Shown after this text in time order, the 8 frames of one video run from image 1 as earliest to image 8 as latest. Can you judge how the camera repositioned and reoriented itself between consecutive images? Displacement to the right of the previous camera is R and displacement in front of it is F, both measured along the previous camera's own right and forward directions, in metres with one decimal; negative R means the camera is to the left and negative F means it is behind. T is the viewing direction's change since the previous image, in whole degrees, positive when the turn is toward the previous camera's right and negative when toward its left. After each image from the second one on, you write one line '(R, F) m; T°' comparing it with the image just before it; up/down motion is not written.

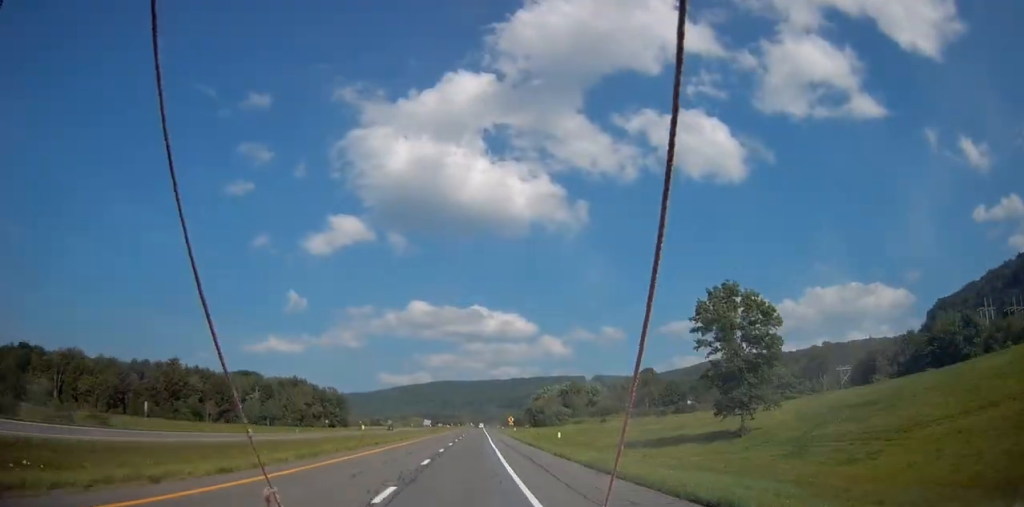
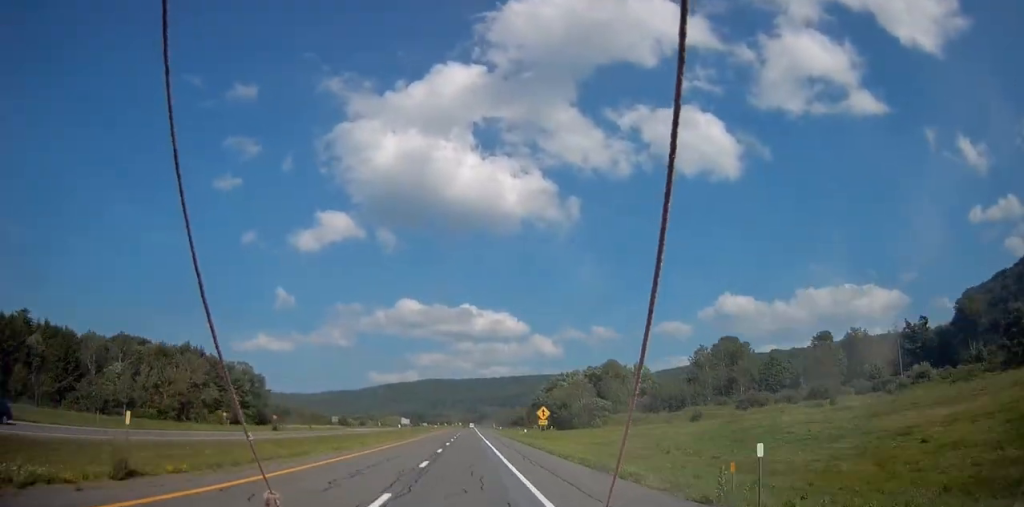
(+1.1, +86.3) m; +1°
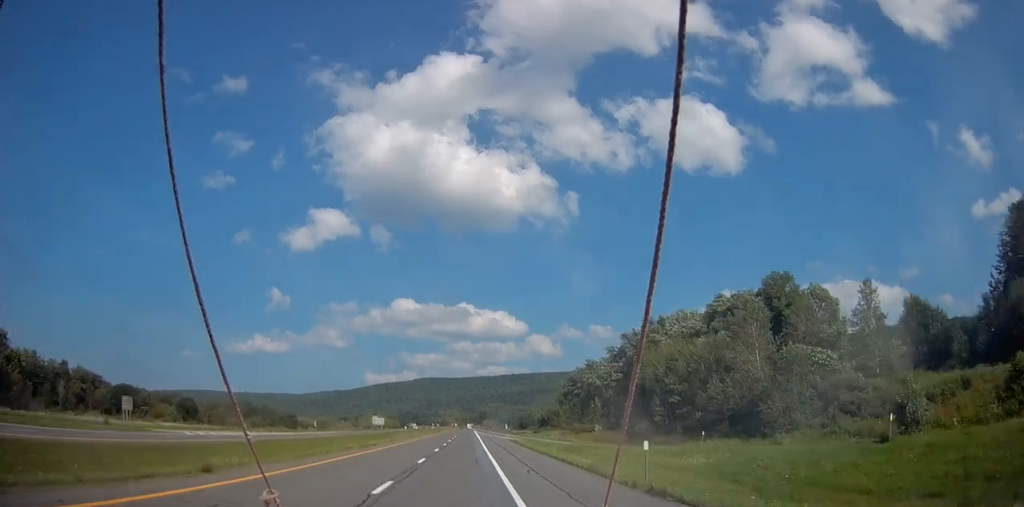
(+0.2, +106.1) m; 0°
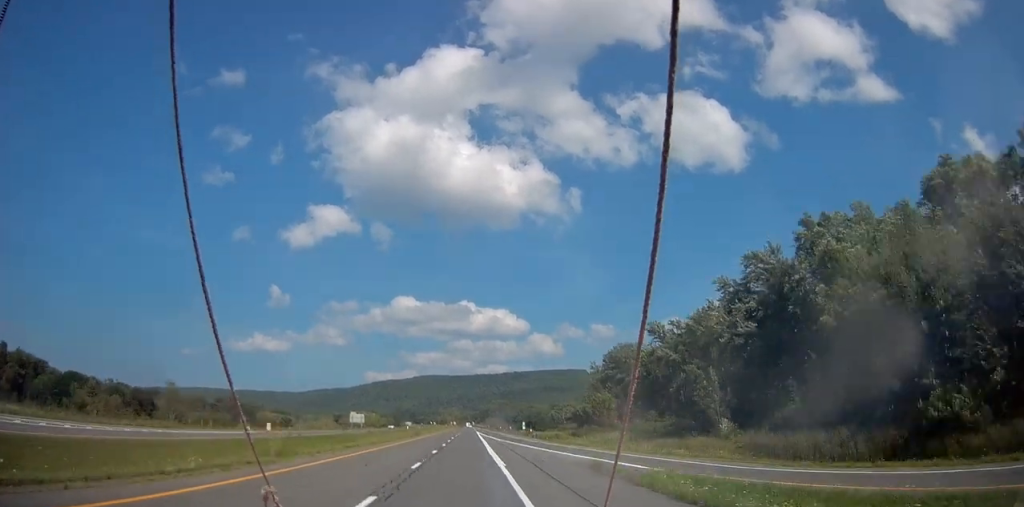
(0.0, +52.8) m; 0°
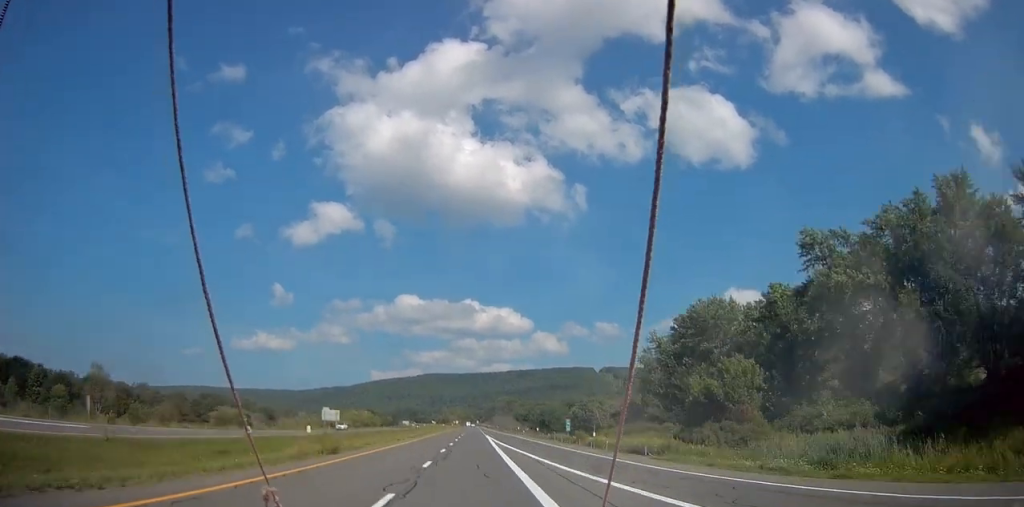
(-0.2, +48.5) m; 0°
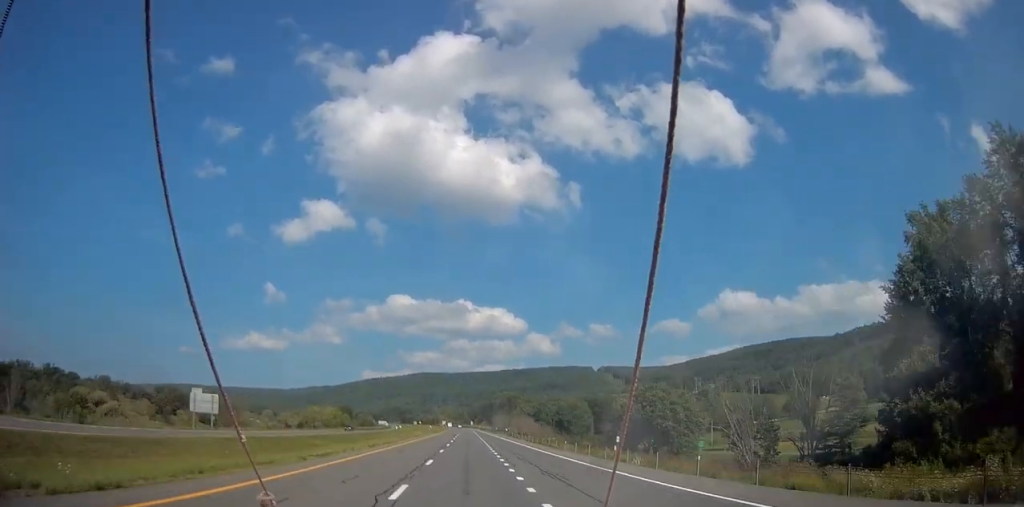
(+0.2, +81.9) m; 0°
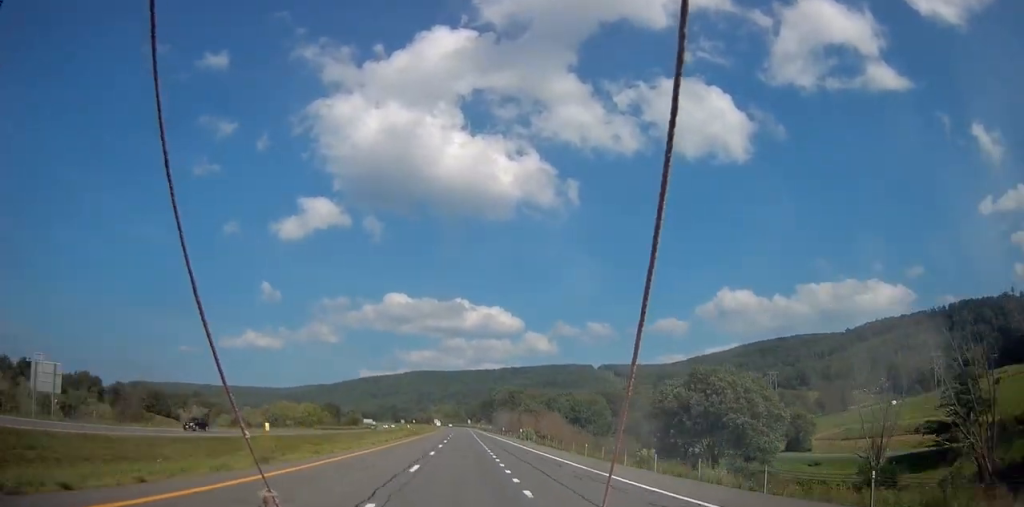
(+0.1, +41.6) m; 0°
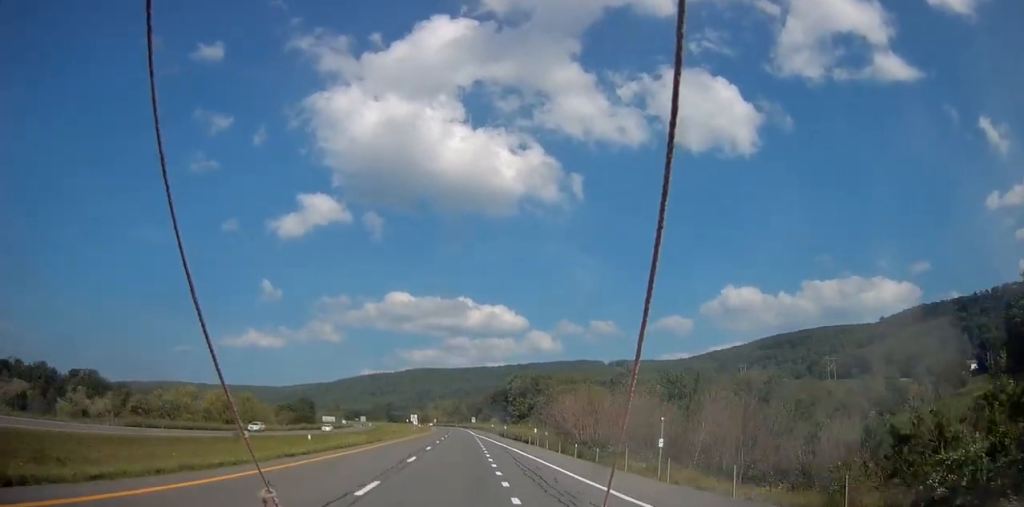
(0.0, +92.4) m; 0°
